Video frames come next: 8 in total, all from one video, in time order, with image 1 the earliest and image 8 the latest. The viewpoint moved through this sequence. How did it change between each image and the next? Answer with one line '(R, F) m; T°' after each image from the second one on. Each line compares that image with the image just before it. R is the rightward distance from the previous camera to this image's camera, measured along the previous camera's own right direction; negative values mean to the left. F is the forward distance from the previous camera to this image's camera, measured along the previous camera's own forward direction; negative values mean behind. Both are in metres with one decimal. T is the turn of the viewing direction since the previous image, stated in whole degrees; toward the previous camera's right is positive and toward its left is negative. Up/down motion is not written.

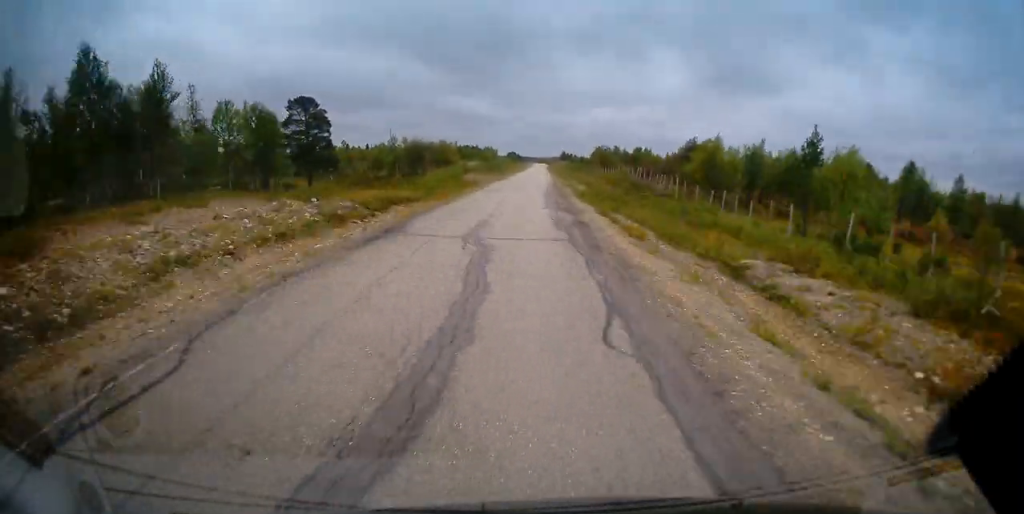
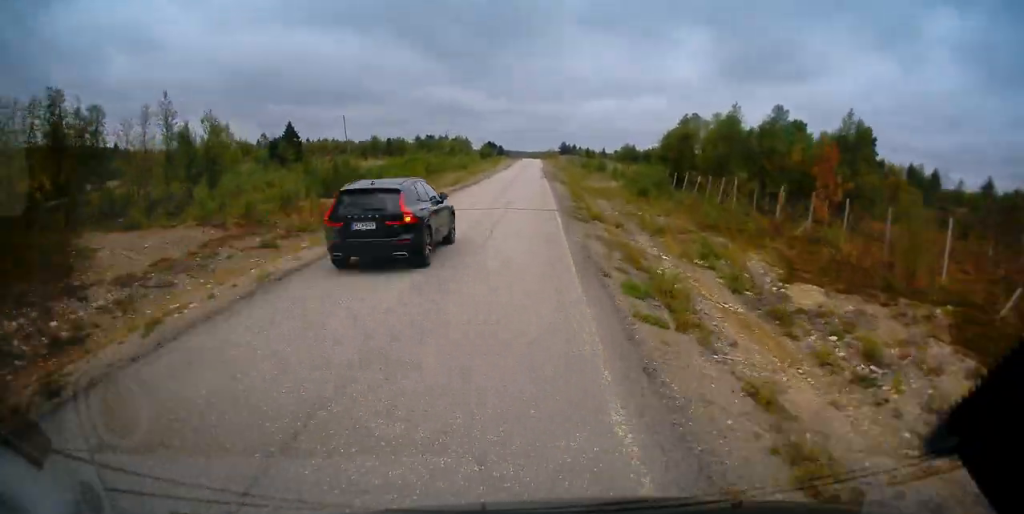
(+0.7, +111.7) m; 0°
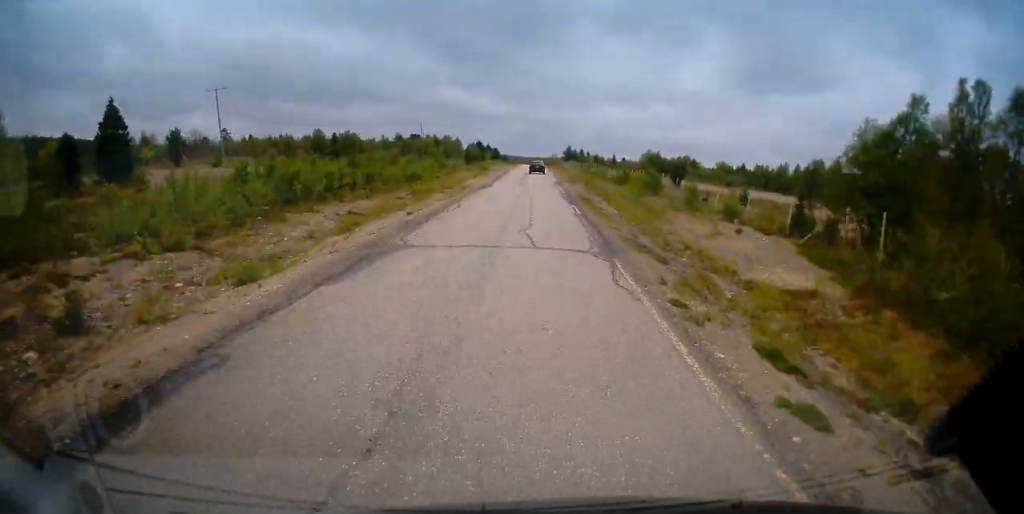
(+0.1, +48.6) m; +1°
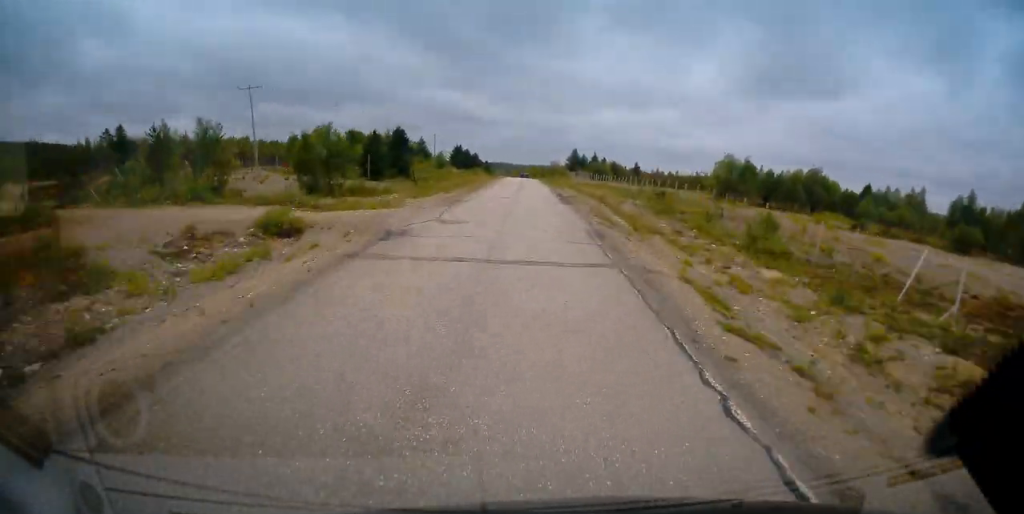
(+0.5, +77.0) m; 0°
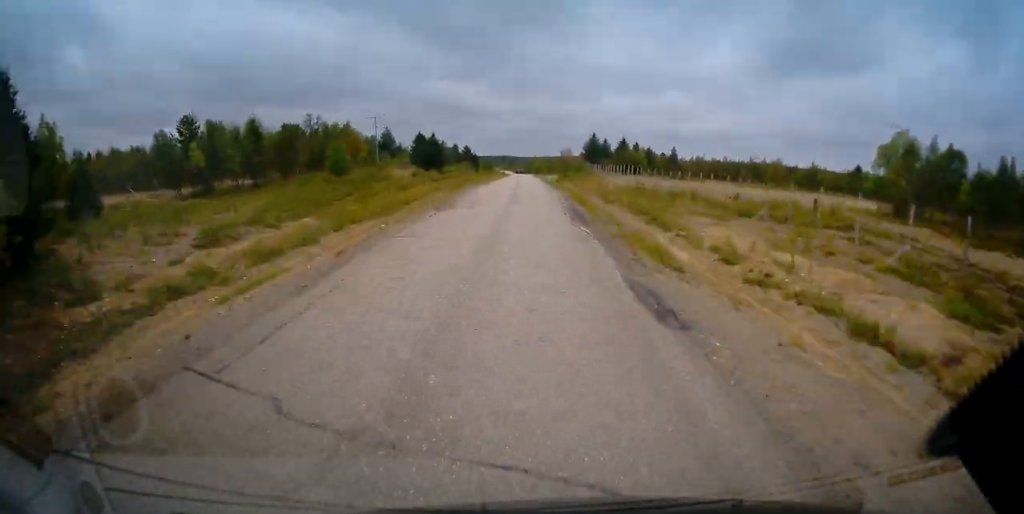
(-0.2, +50.7) m; -1°
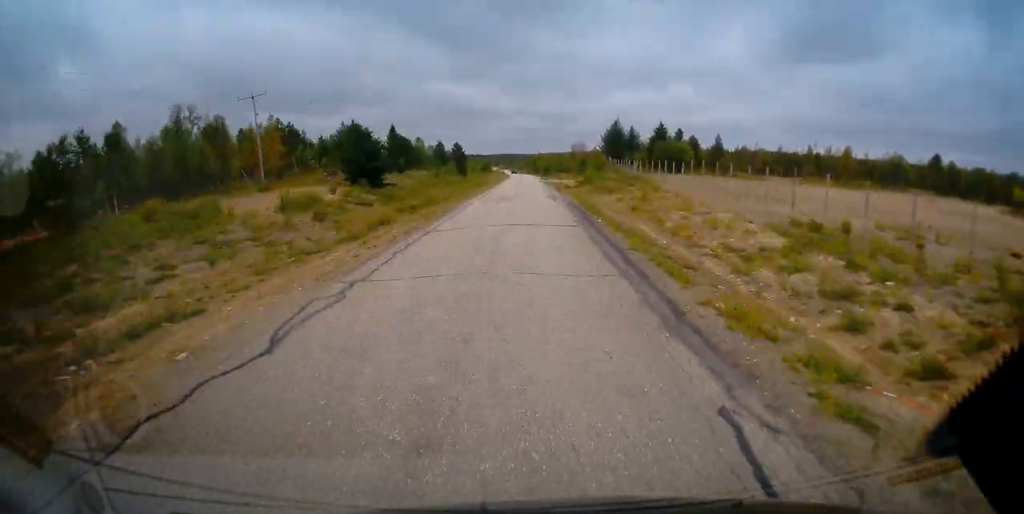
(-0.1, +36.5) m; 0°
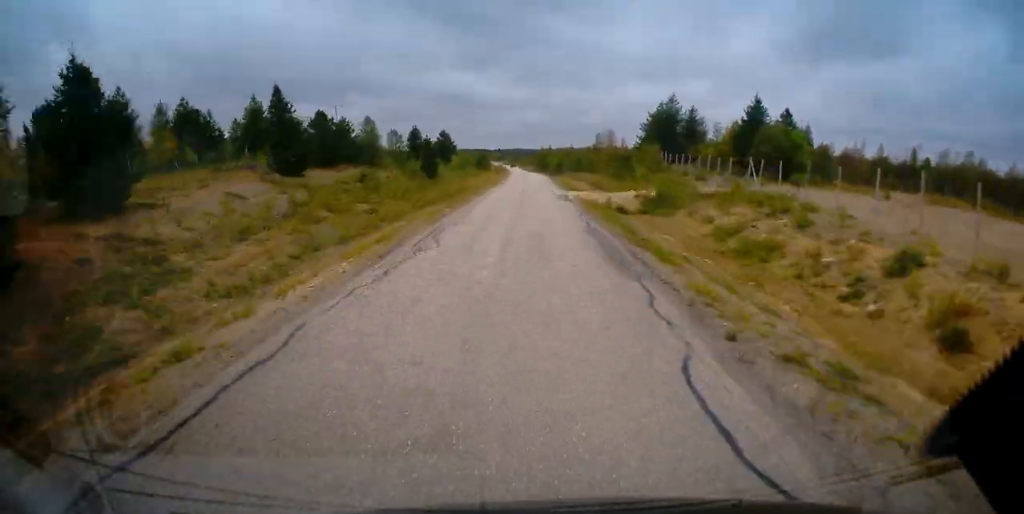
(-0.2, +39.9) m; -1°
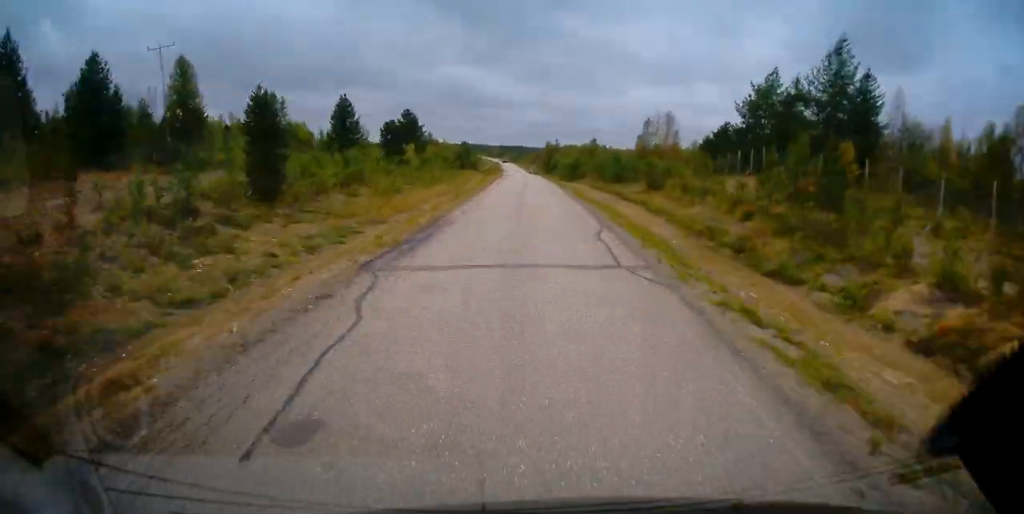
(+0.1, +43.2) m; -1°
